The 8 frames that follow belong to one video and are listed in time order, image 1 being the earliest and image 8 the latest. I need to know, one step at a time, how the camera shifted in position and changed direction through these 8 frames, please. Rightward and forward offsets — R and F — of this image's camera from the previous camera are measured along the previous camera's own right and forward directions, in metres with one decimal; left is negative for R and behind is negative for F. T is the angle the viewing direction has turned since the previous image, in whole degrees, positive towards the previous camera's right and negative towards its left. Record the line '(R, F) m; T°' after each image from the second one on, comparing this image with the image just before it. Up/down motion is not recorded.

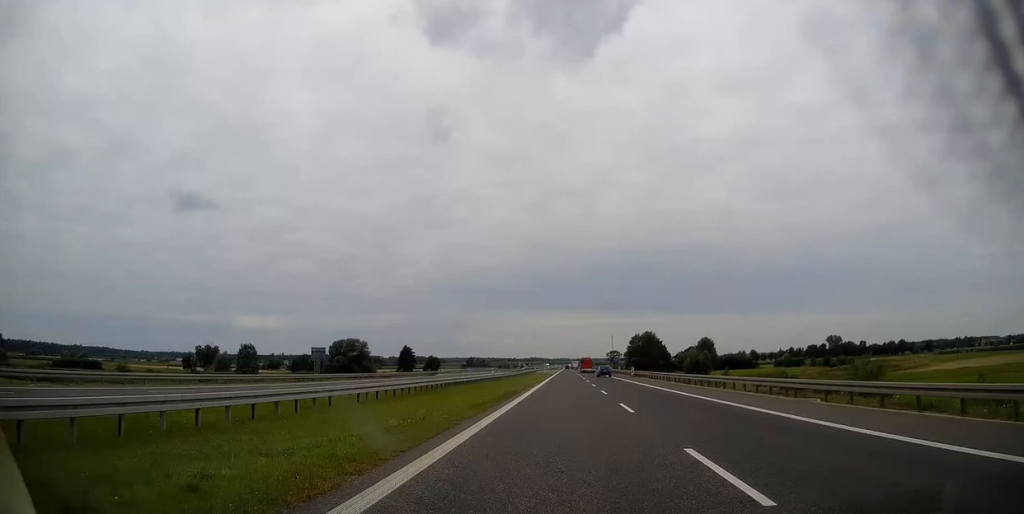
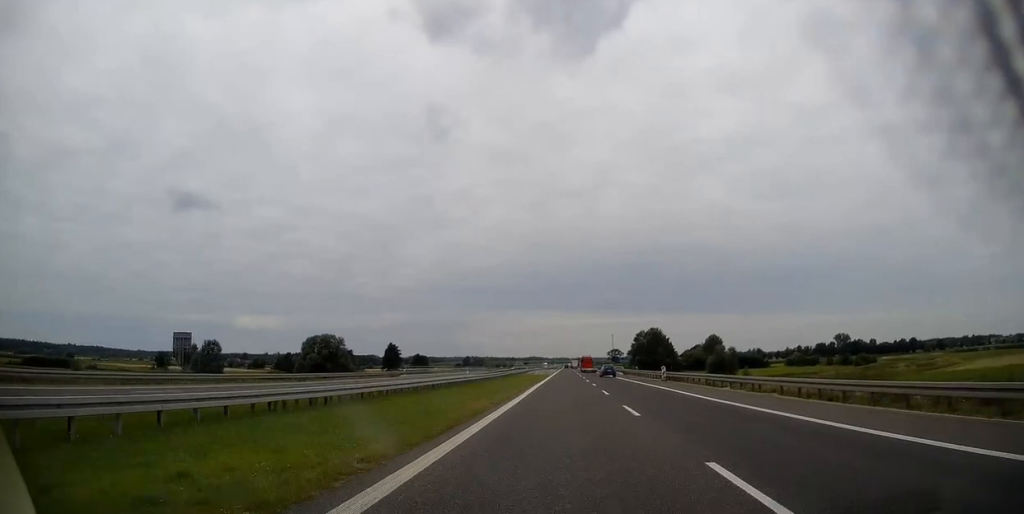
(+0.2, +25.8) m; 0°
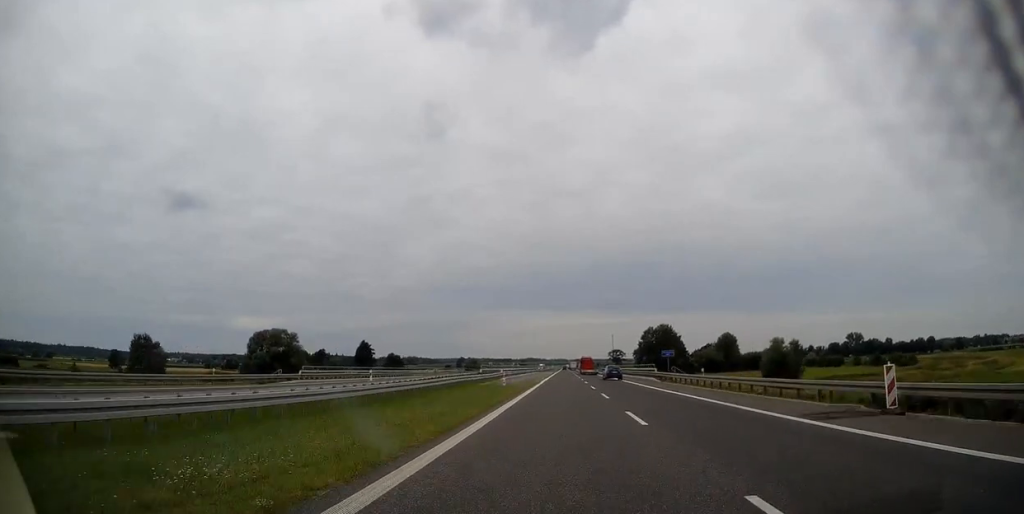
(+0.1, +38.6) m; 0°
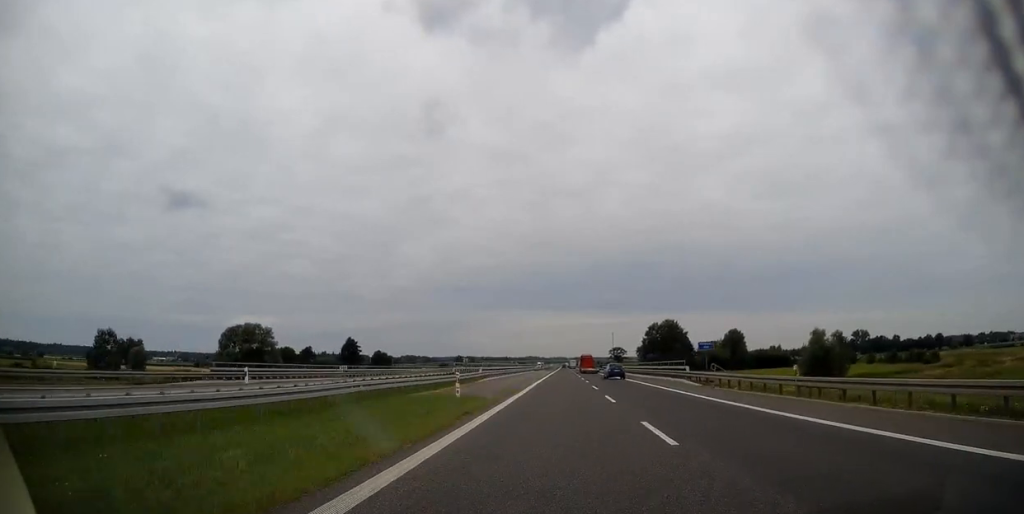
(0.0, +16.4) m; 0°
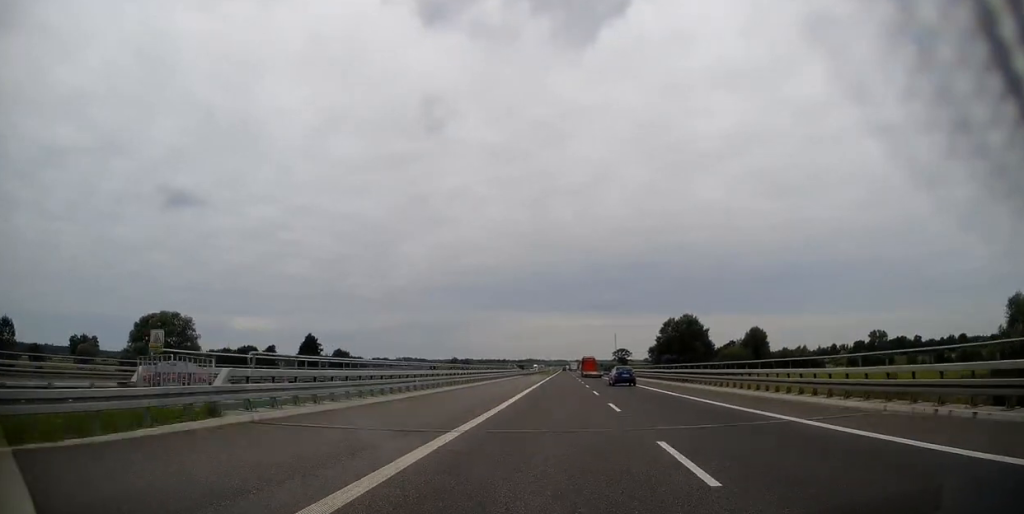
(-0.1, +39.6) m; 0°
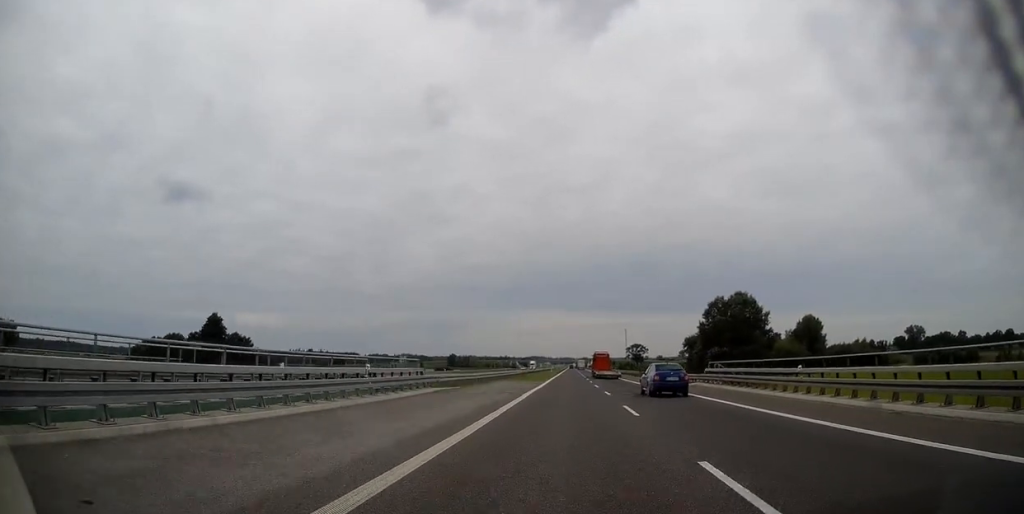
(+0.1, +62.9) m; 0°
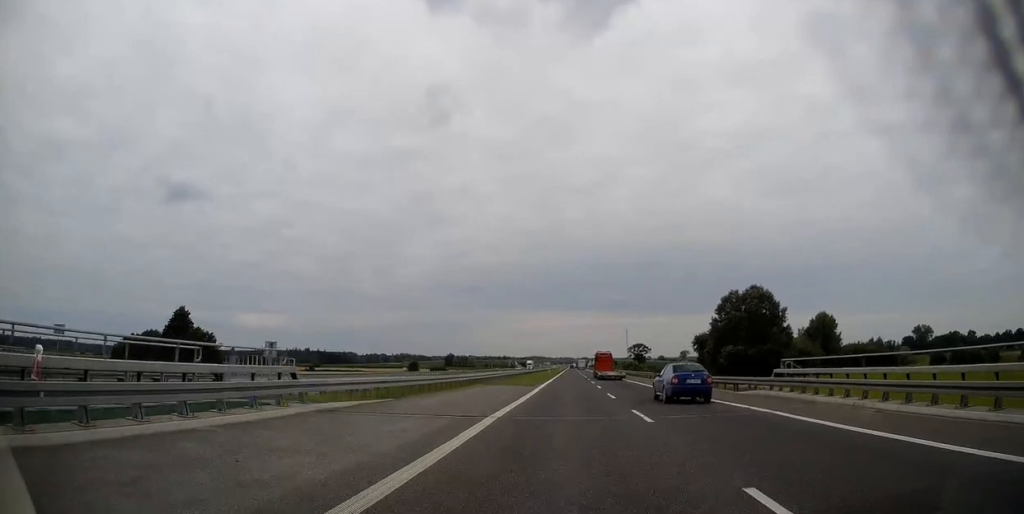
(-0.2, +14.0) m; 0°
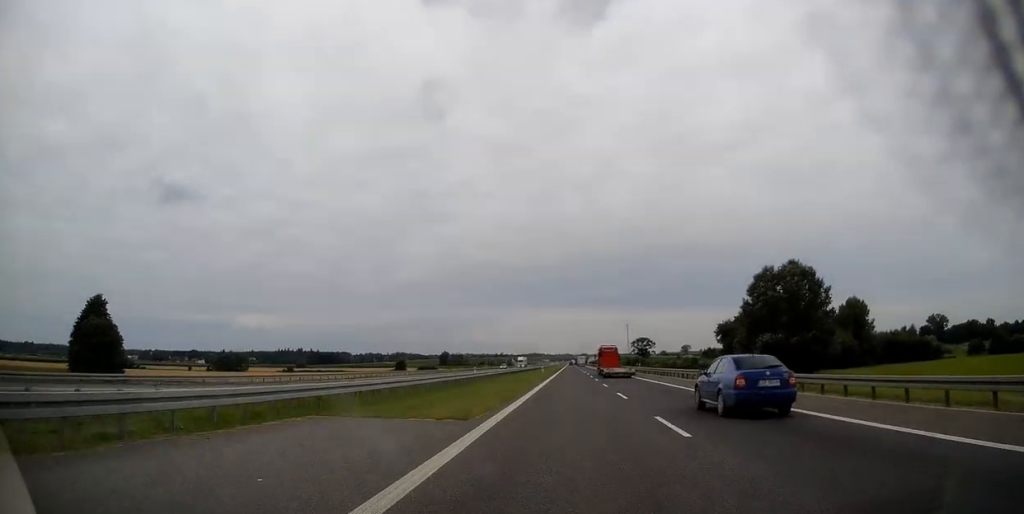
(0.0, +28.0) m; 0°
